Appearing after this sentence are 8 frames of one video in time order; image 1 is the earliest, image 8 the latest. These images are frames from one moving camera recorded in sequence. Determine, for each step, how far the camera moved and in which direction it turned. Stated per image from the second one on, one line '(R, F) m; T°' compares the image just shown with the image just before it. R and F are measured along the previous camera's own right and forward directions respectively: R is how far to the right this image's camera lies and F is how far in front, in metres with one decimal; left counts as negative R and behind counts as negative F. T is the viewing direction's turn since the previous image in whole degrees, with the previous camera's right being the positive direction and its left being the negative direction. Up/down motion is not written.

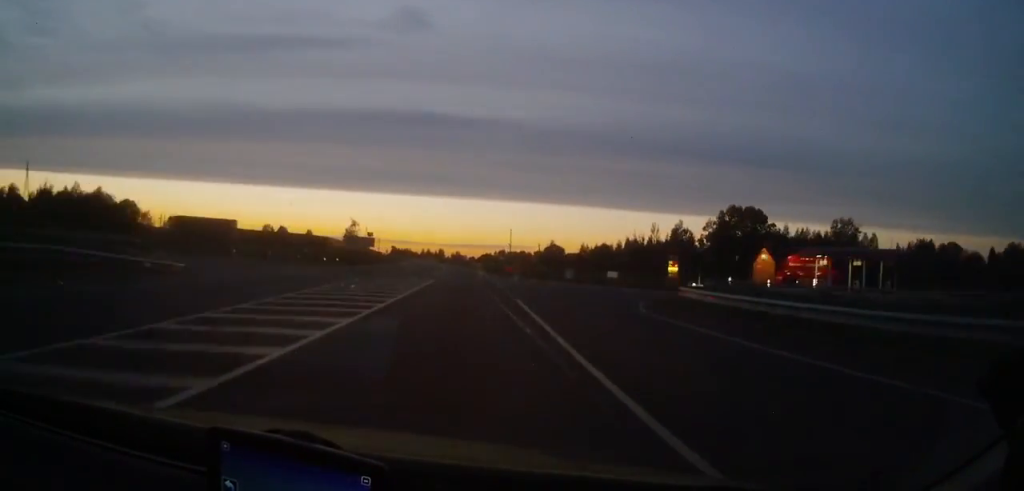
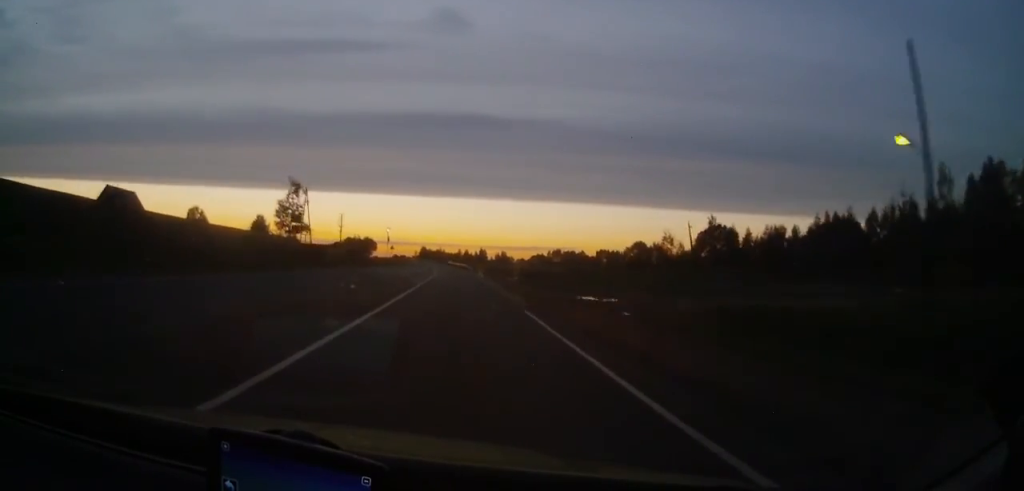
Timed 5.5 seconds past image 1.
(-2.1, +130.9) m; -3°
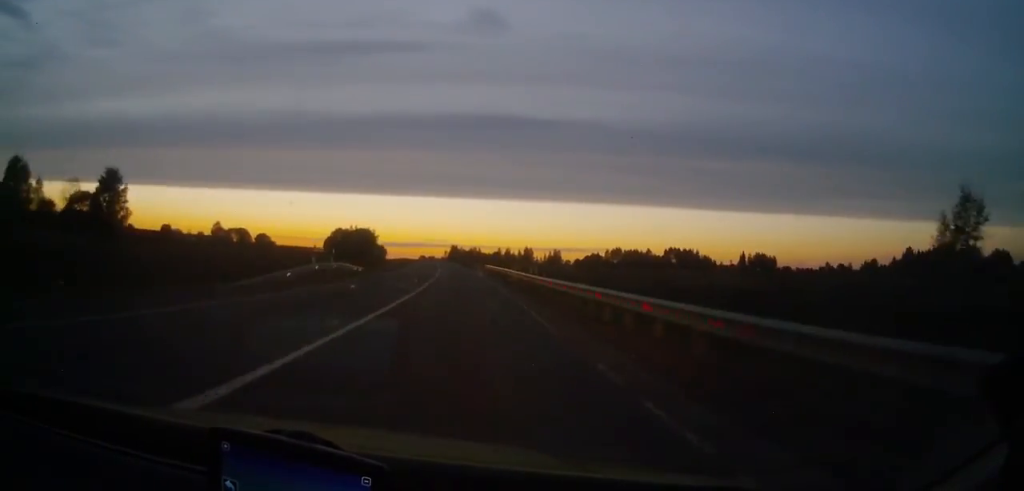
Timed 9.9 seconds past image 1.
(-2.8, +100.2) m; -3°
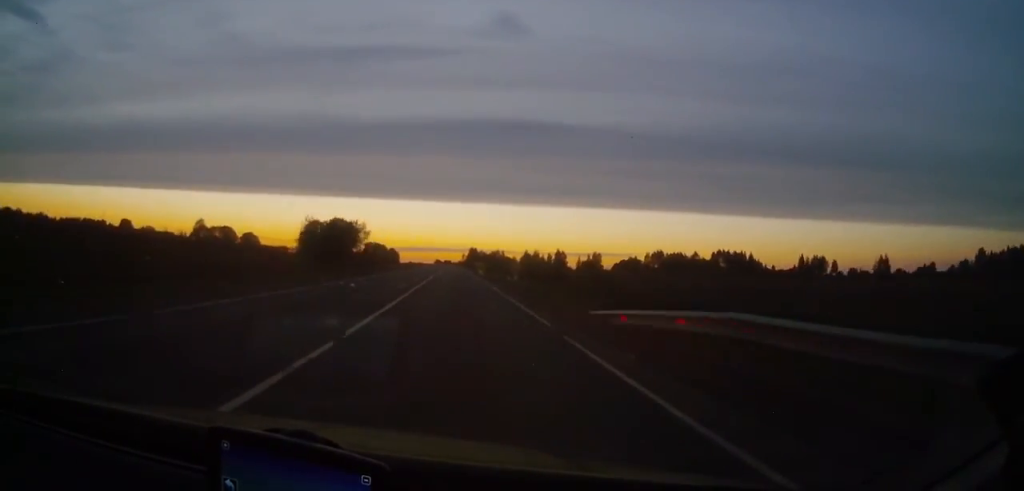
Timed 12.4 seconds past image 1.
(-0.9, +57.9) m; -2°
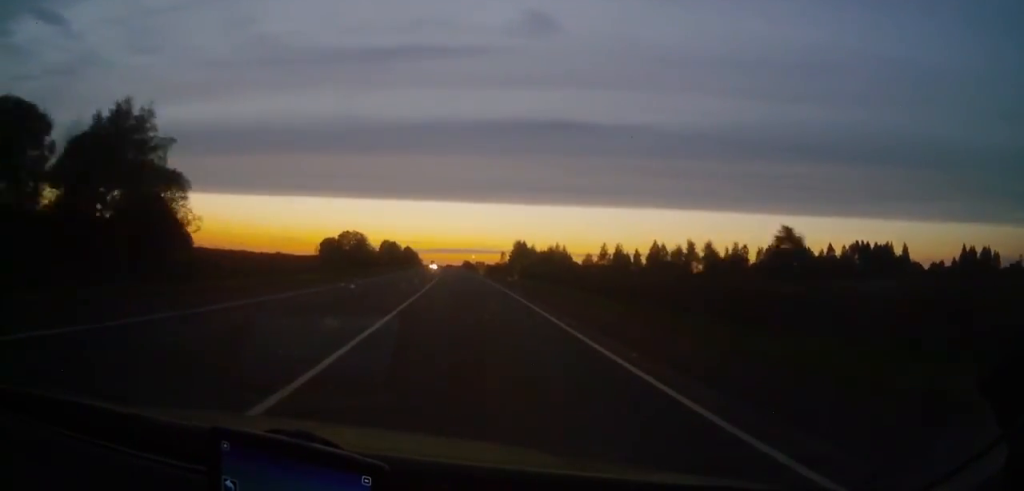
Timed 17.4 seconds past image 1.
(-3.1, +119.4) m; -3°
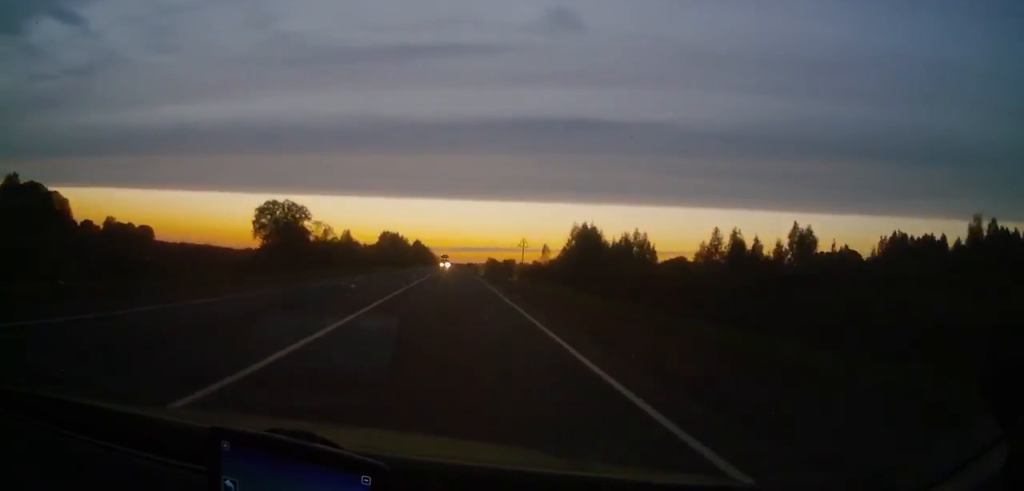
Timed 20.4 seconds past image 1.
(-1.2, +79.1) m; -2°
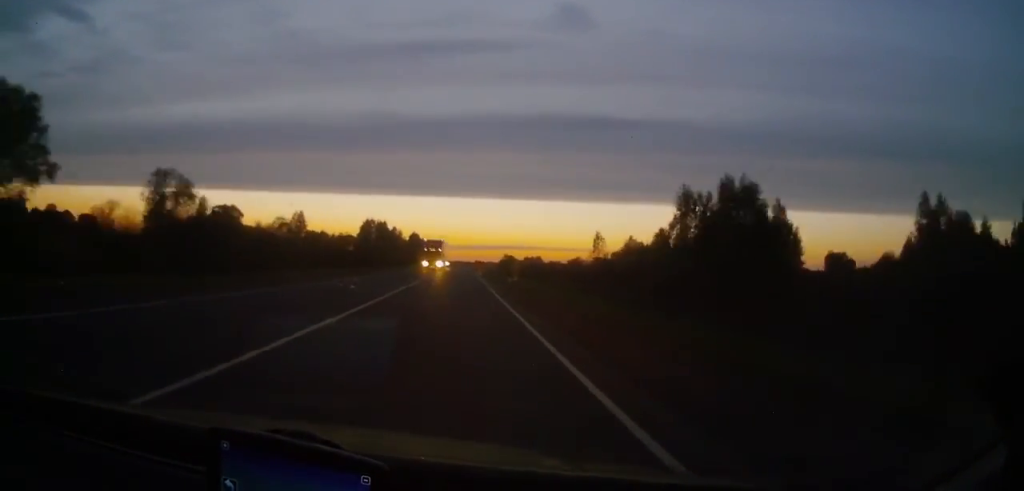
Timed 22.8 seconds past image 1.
(-1.1, +64.5) m; -1°
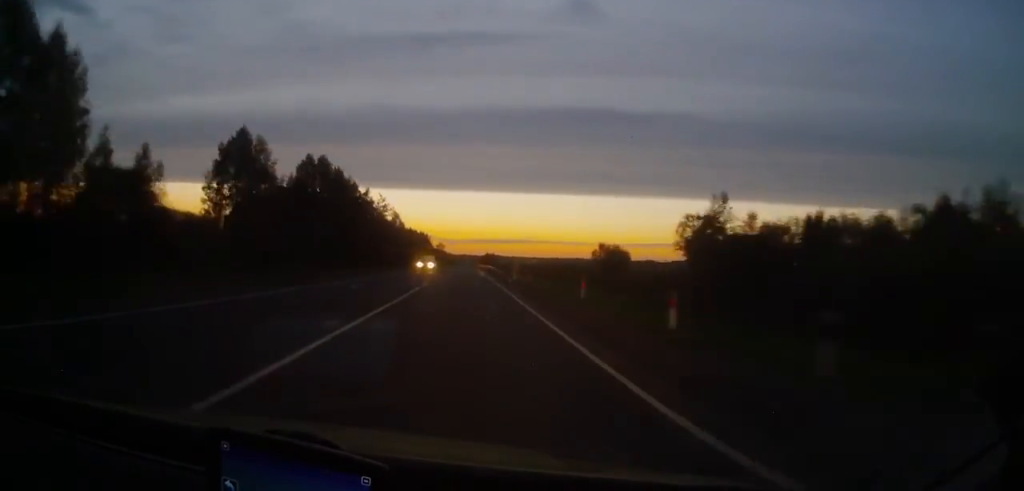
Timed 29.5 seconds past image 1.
(-2.1, +188.1) m; -1°
